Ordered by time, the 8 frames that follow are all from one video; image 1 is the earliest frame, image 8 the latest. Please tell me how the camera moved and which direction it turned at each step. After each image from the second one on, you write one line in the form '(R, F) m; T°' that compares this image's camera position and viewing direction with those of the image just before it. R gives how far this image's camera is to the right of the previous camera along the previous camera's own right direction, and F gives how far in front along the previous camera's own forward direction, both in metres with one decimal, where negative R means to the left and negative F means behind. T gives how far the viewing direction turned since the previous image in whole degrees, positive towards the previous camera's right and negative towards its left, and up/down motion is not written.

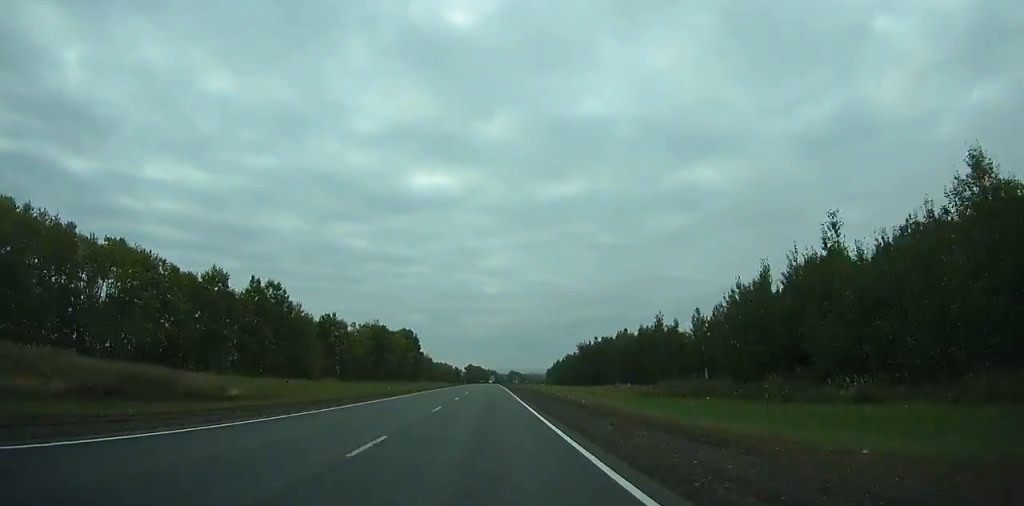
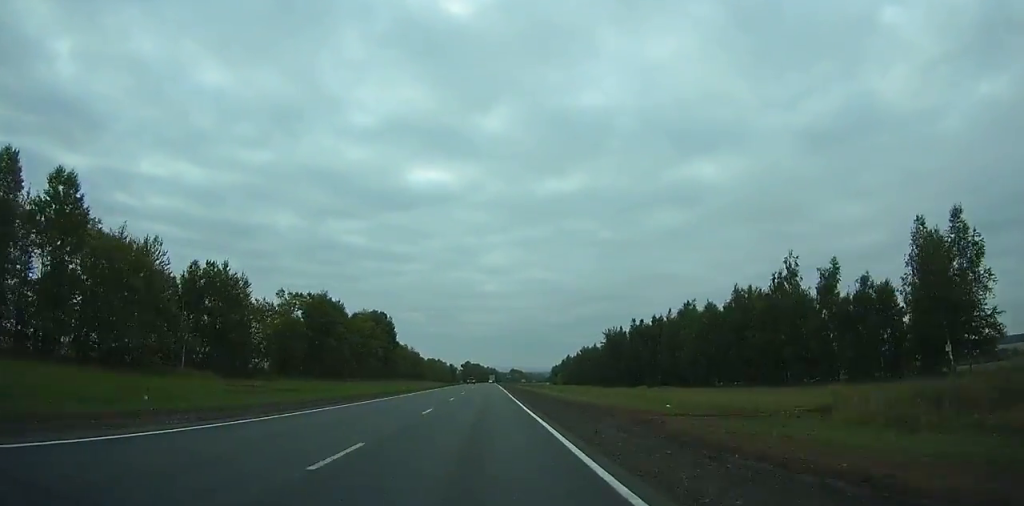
(0.0, +61.5) m; 0°
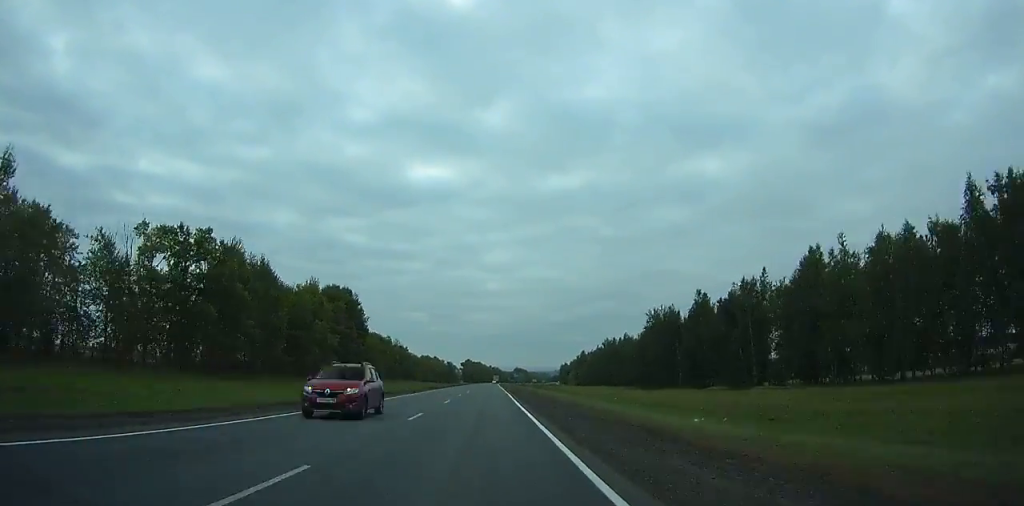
(0.0, +50.4) m; 0°
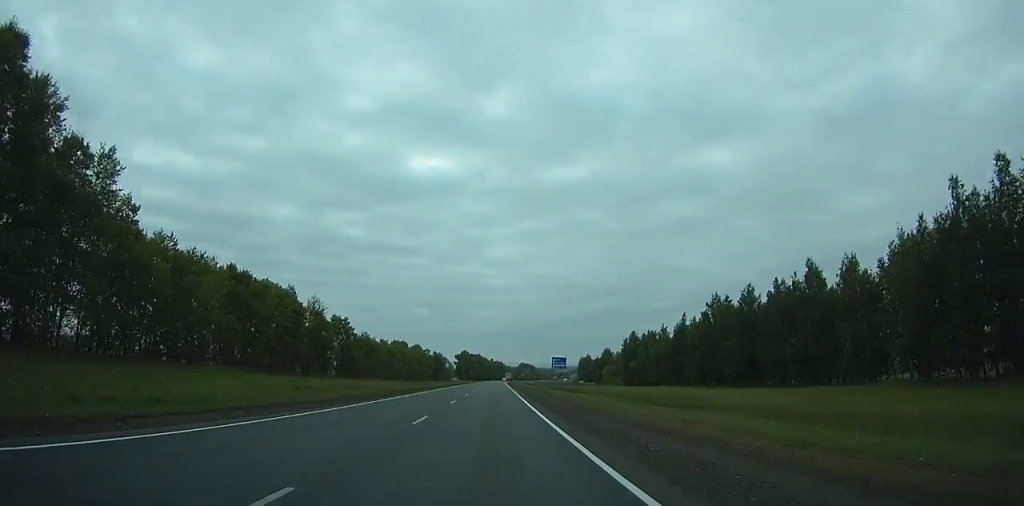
(-0.6, +109.4) m; 0°
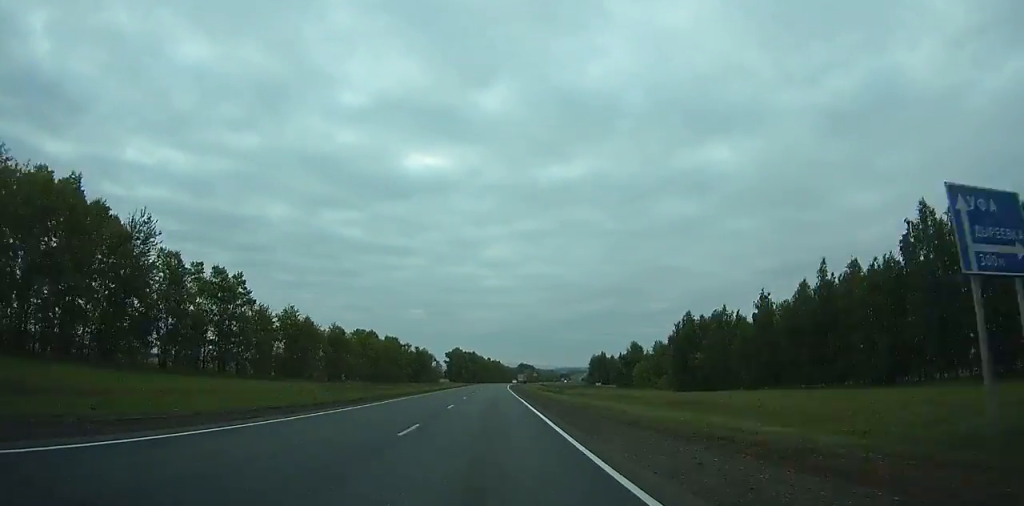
(+0.2, +61.2) m; 0°
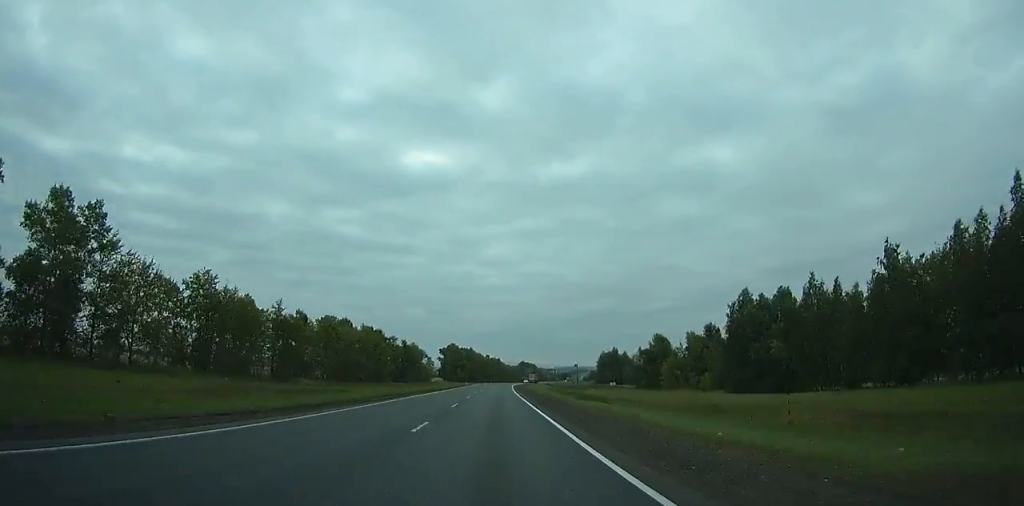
(+0.1, +35.6) m; 0°
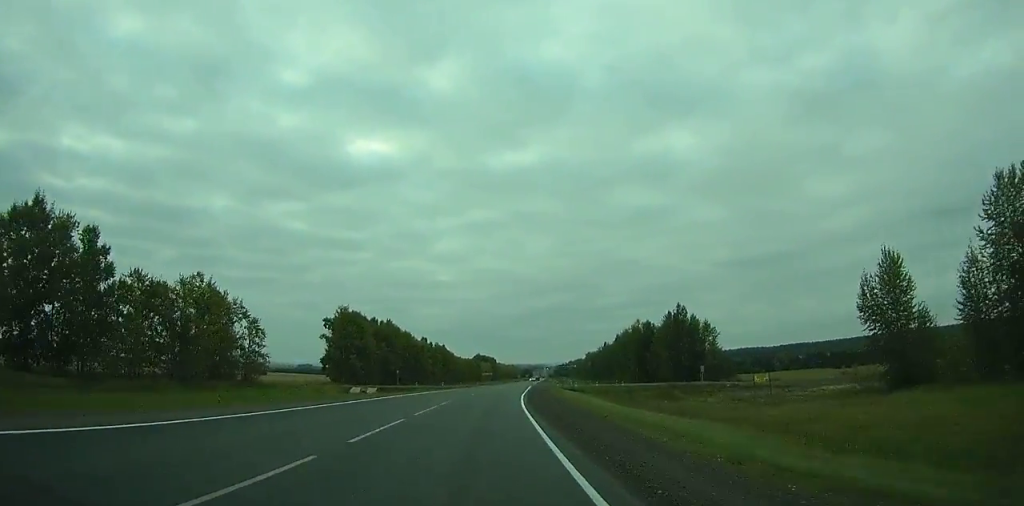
(+2.6, +161.5) m; +3°
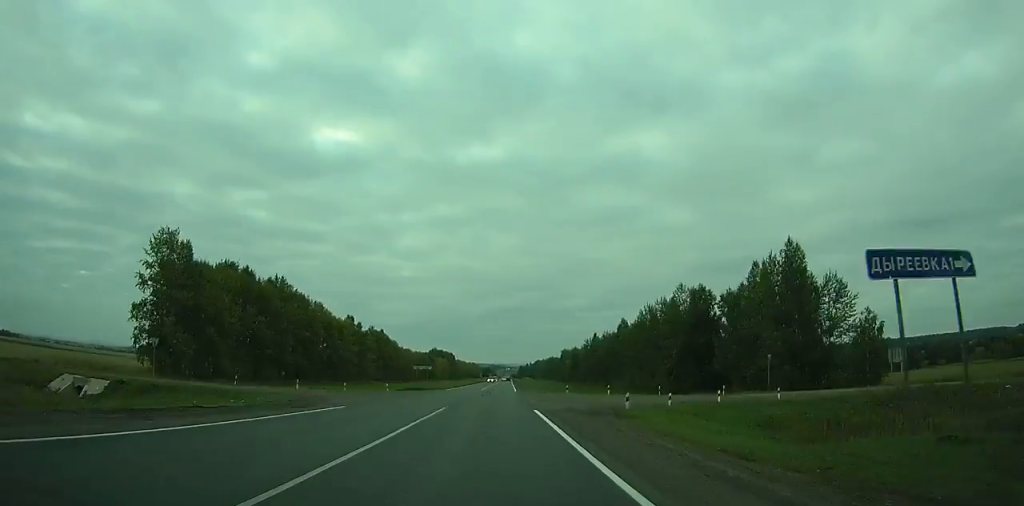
(+1.4, +75.5) m; -2°
